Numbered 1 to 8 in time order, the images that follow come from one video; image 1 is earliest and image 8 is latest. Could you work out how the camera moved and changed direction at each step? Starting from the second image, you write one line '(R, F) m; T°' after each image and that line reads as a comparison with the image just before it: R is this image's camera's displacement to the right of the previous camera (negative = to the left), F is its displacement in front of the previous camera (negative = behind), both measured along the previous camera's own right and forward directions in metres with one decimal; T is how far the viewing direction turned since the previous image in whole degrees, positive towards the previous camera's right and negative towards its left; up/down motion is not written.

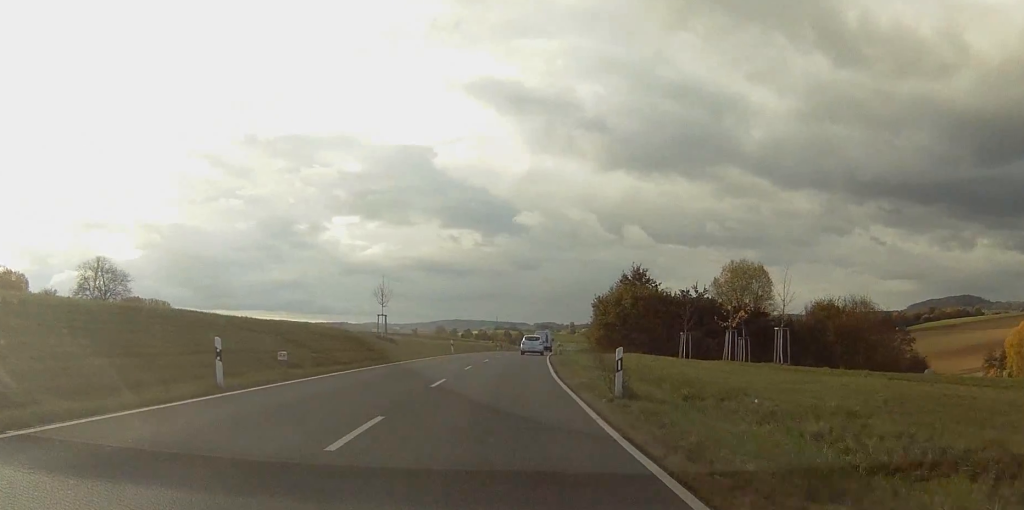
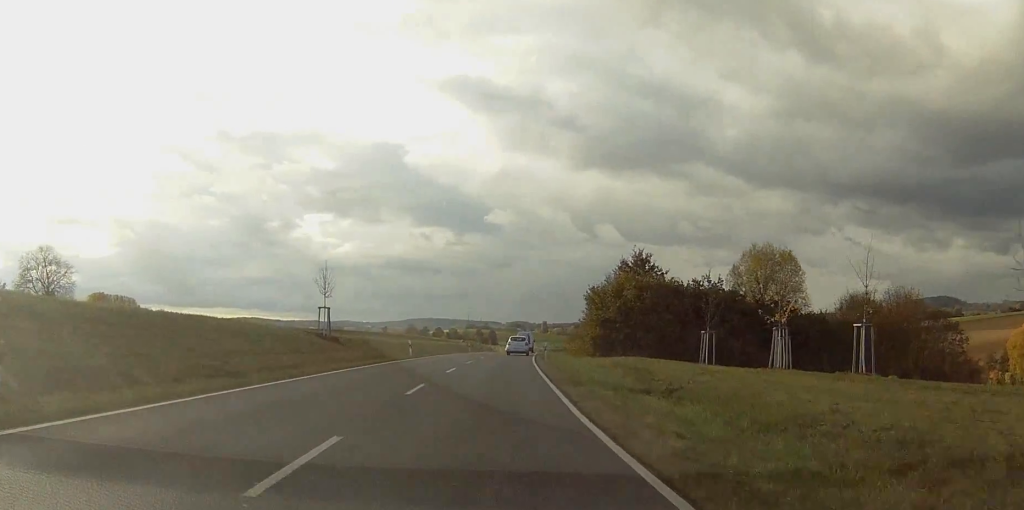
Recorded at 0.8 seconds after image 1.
(+0.3, +14.4) m; +2°
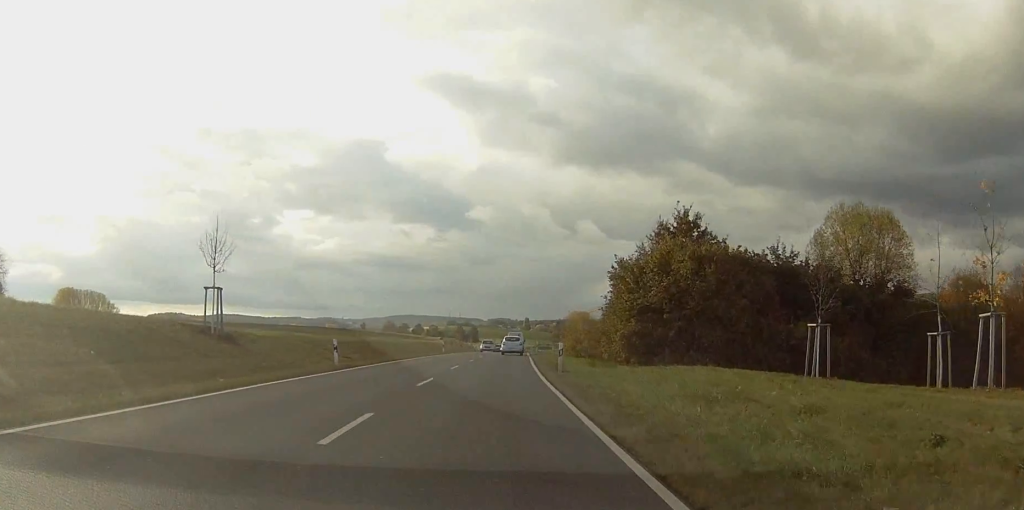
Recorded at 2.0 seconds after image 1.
(+0.2, +20.2) m; +2°
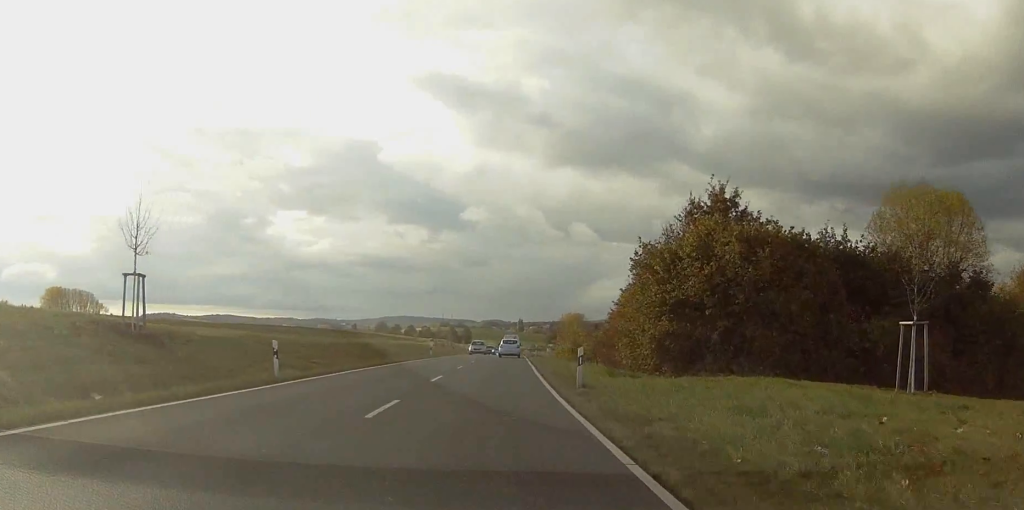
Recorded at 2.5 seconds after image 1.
(+0.3, +8.1) m; 0°
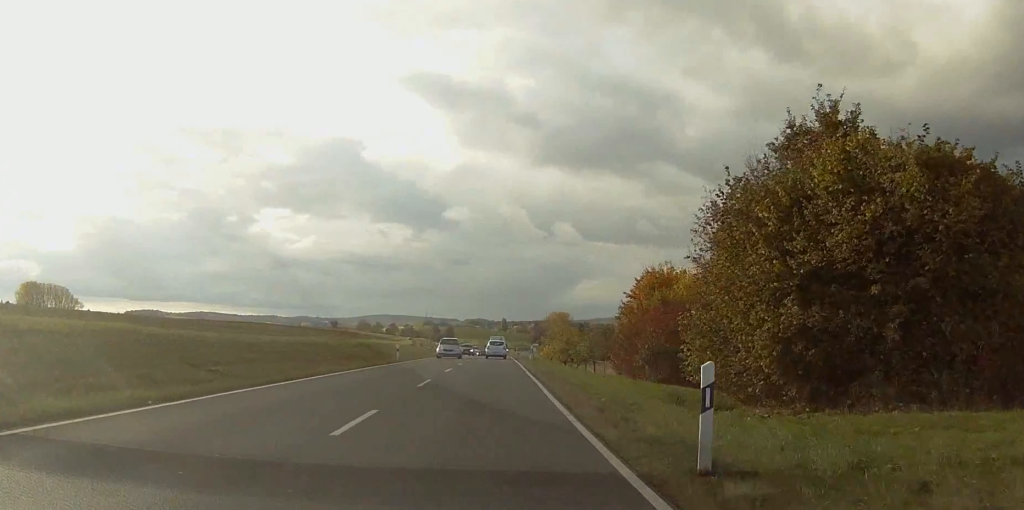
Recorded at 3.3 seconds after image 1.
(-0.1, +14.0) m; 0°
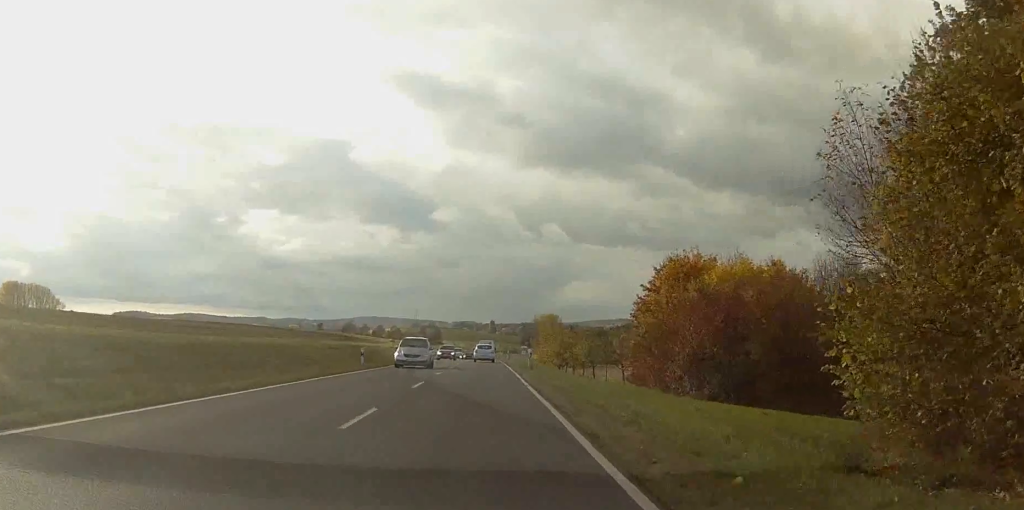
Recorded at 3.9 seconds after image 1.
(-0.2, +10.6) m; +1°
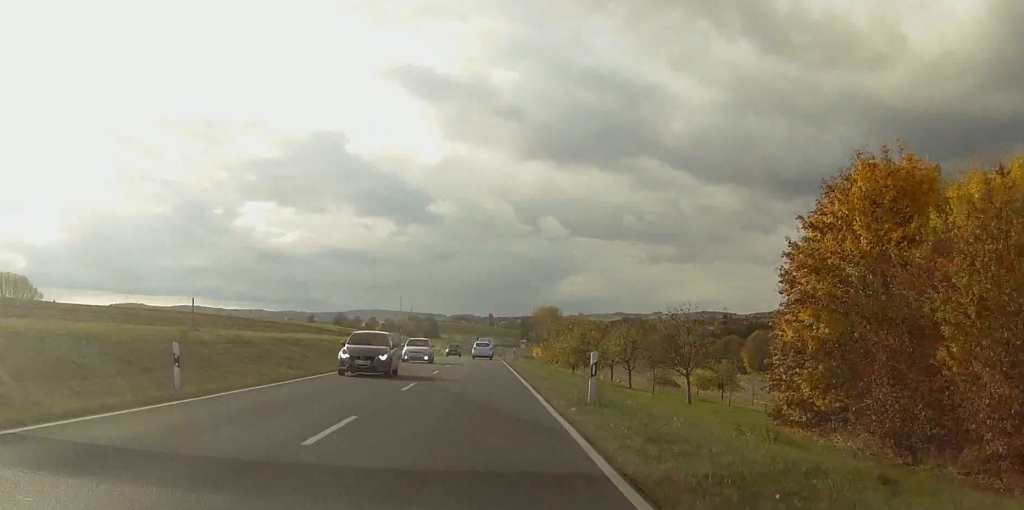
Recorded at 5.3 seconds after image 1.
(+0.9, +25.7) m; +2°
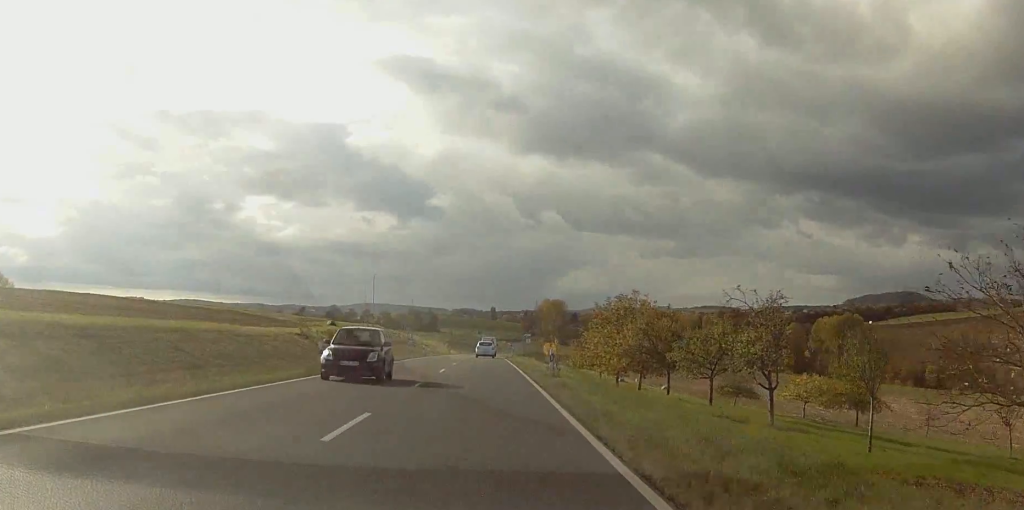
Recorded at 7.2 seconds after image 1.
(-0.5, +35.4) m; -2°
